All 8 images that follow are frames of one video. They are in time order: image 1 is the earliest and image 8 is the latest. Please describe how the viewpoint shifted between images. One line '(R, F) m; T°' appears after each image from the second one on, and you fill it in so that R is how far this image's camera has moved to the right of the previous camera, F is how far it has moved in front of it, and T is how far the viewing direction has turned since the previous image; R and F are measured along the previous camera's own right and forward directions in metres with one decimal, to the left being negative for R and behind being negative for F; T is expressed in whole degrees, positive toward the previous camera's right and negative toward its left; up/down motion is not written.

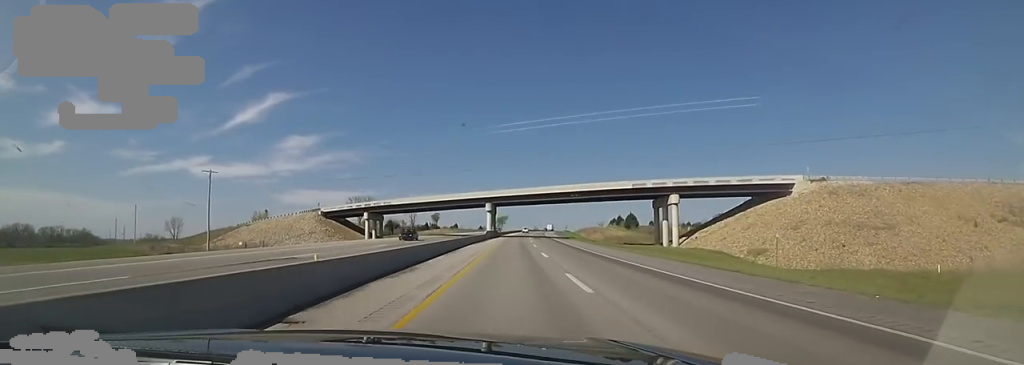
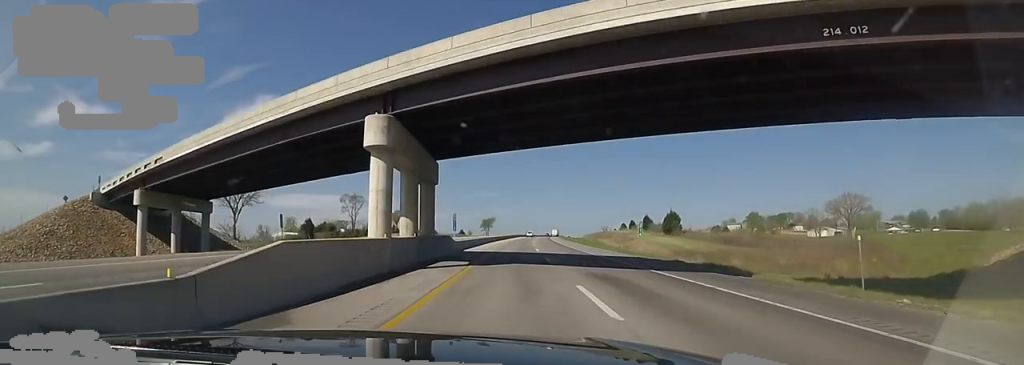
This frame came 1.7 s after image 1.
(+0.4, +63.9) m; 0°
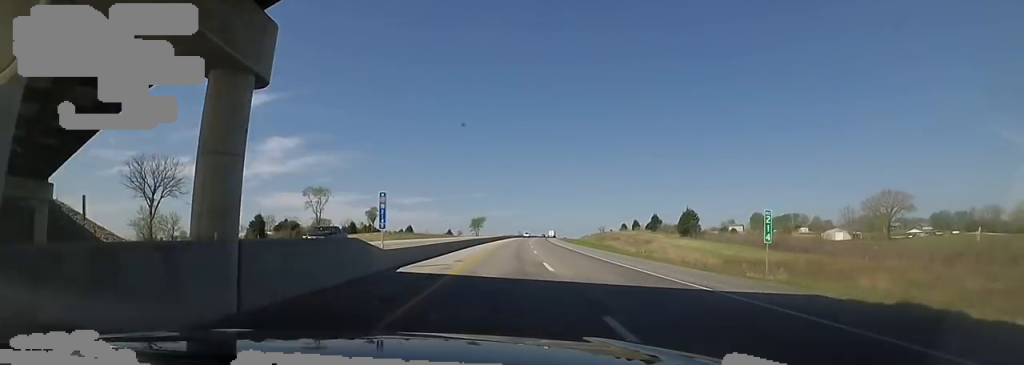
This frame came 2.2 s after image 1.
(-0.5, +20.2) m; +2°
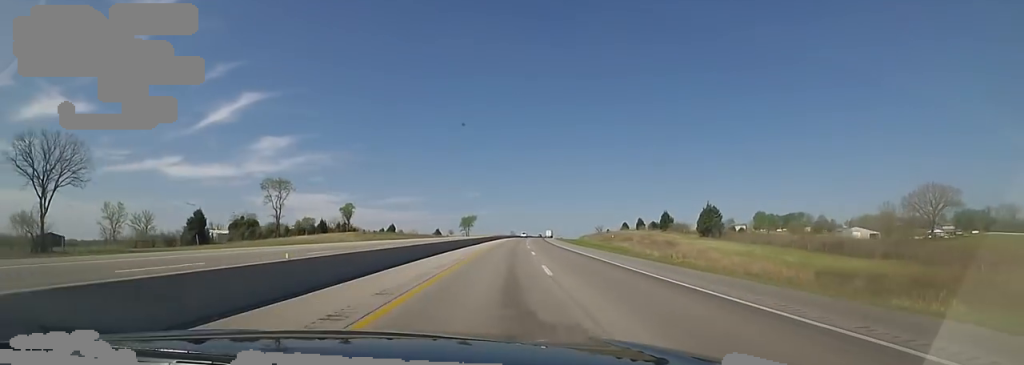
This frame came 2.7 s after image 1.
(-0.2, +17.6) m; +1°
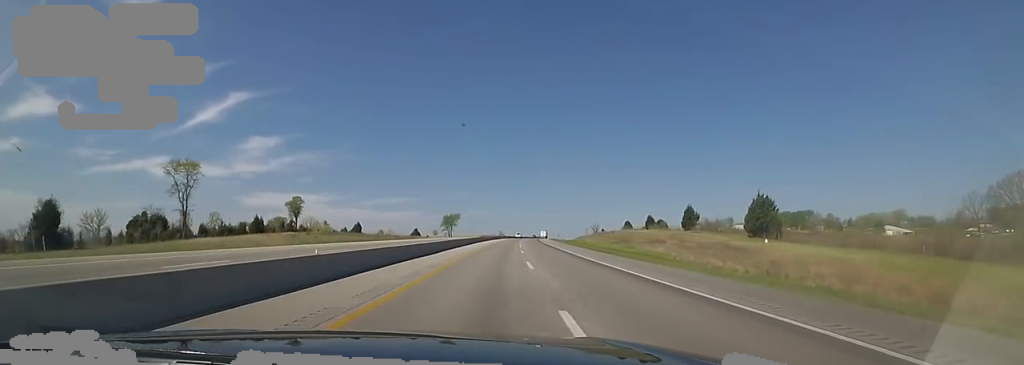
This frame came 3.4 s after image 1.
(+1.8, +27.6) m; +1°
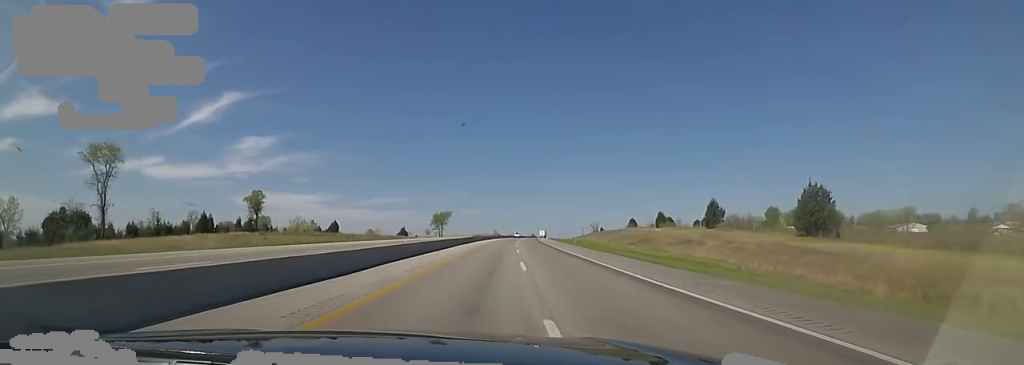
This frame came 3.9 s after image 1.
(-0.2, +16.3) m; 0°
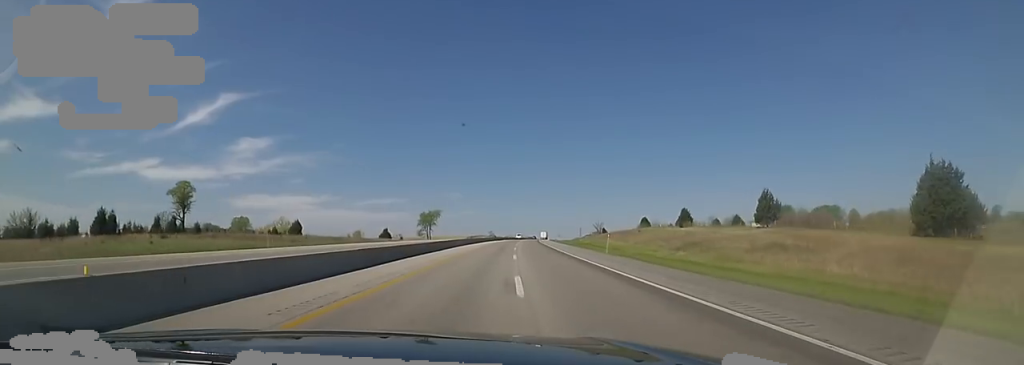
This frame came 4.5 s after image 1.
(-0.8, +22.5) m; 0°
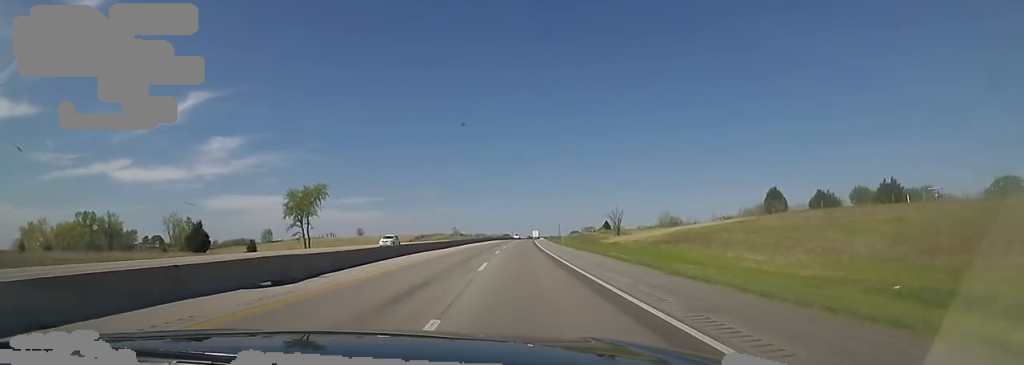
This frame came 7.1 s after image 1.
(+4.8, +97.2) m; +4°
